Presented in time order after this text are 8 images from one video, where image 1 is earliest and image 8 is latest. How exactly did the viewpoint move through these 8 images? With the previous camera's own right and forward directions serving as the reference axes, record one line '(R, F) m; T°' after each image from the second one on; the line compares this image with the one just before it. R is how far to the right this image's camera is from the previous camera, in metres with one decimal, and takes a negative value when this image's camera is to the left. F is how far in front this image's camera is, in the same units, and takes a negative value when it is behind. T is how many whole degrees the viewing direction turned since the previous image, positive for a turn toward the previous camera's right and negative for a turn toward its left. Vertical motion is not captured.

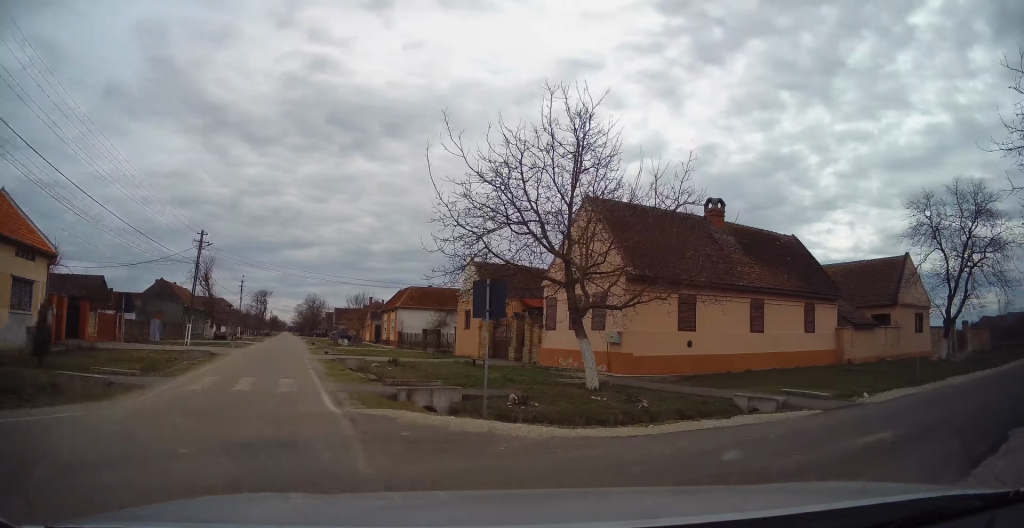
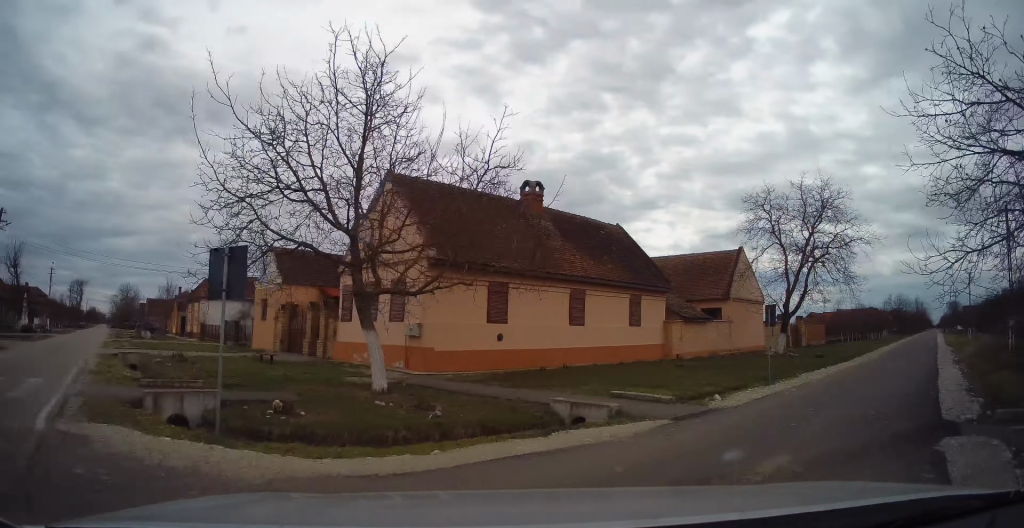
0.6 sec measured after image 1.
(+0.6, +2.8) m; +18°
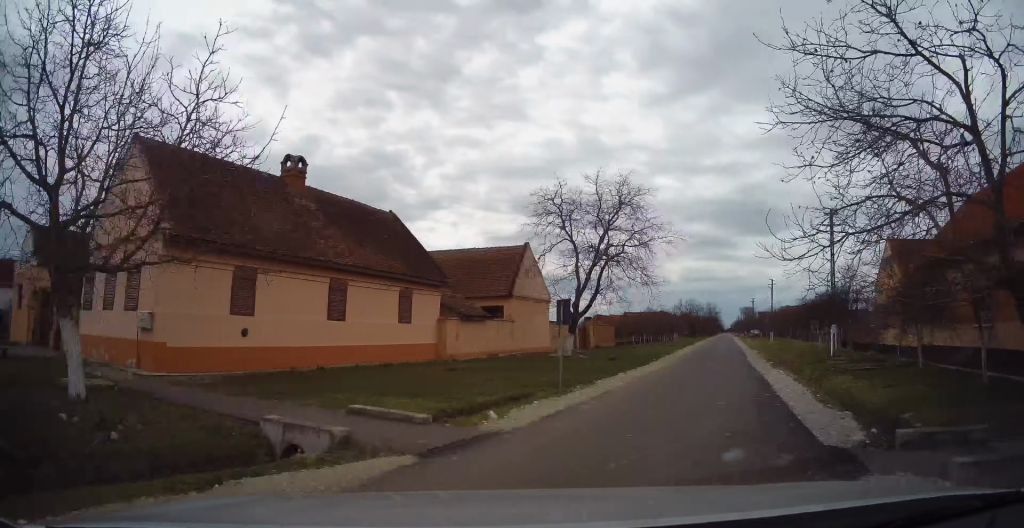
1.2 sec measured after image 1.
(+0.5, +3.2) m; +24°
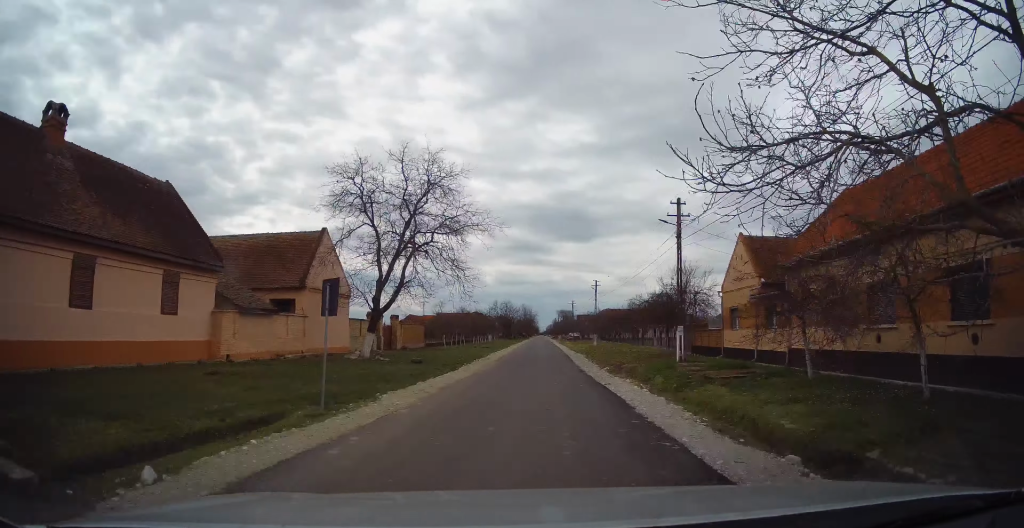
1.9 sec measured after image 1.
(+1.0, +4.2) m; +12°
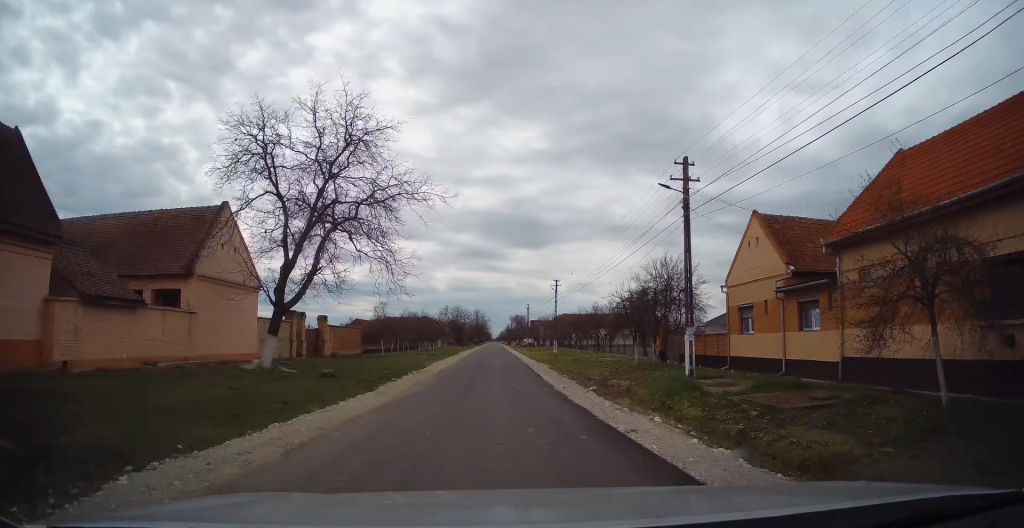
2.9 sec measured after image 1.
(+0.6, +6.5) m; +6°
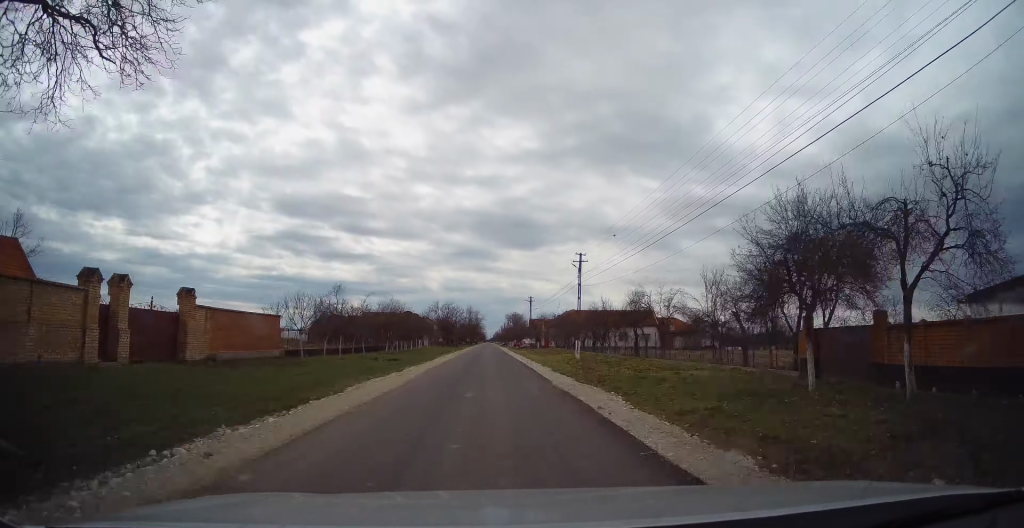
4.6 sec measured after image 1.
(+0.6, +16.0) m; +3°
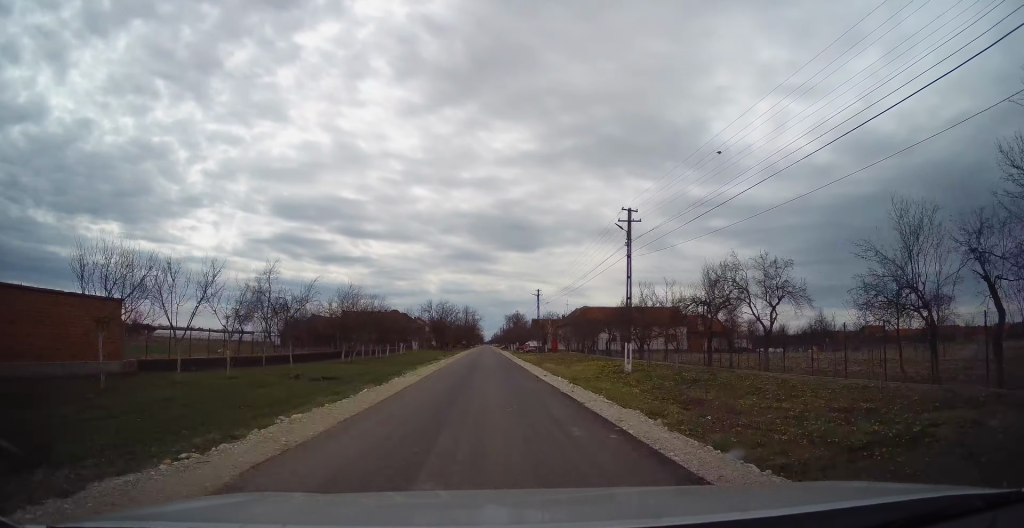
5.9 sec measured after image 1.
(-0.1, +14.5) m; -2°
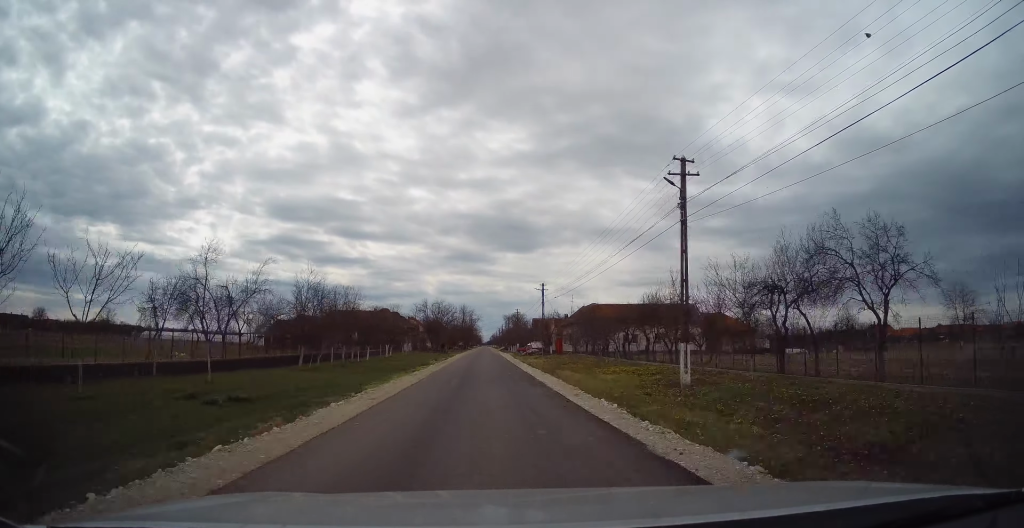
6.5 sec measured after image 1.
(-0.1, +7.5) m; 0°
